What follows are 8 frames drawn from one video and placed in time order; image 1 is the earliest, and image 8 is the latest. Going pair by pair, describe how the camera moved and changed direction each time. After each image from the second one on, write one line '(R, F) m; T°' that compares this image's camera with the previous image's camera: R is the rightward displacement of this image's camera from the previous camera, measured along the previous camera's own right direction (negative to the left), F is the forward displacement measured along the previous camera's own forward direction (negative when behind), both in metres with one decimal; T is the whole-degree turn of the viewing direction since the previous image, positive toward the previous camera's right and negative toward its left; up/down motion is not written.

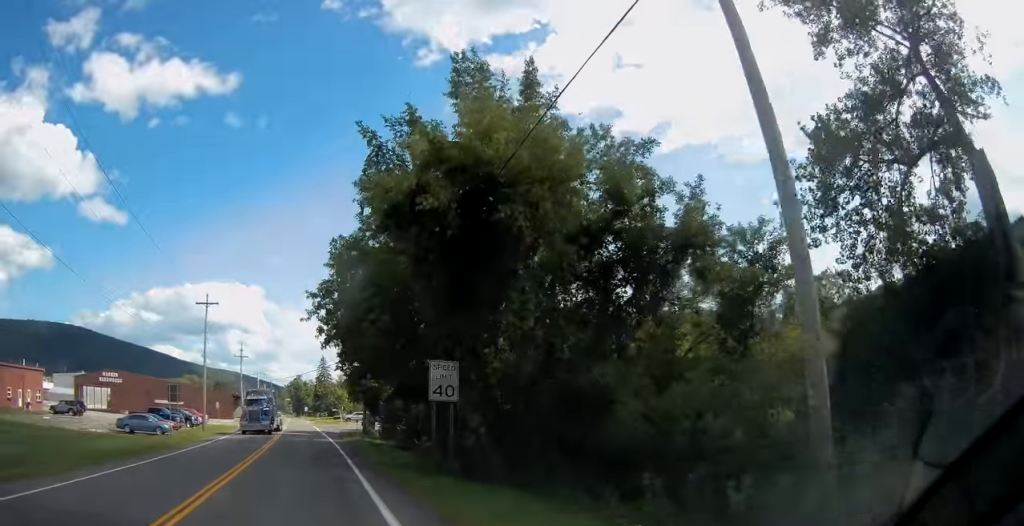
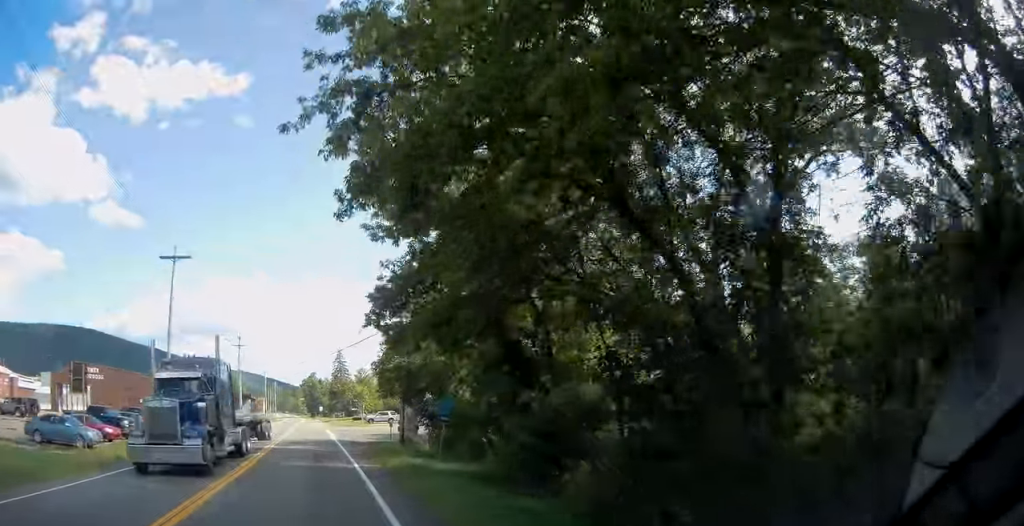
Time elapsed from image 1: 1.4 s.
(0.0, +16.5) m; 0°
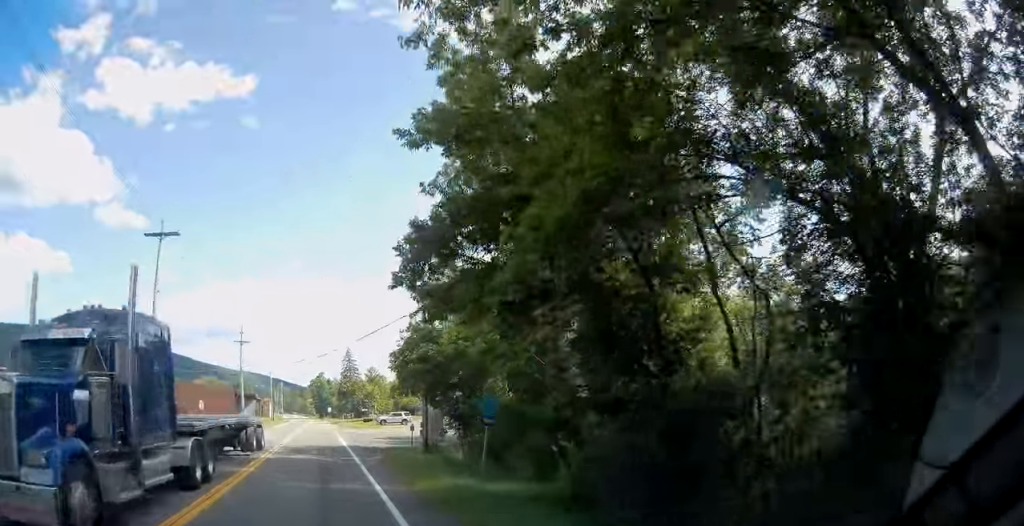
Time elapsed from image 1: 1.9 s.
(0.0, +5.3) m; -1°
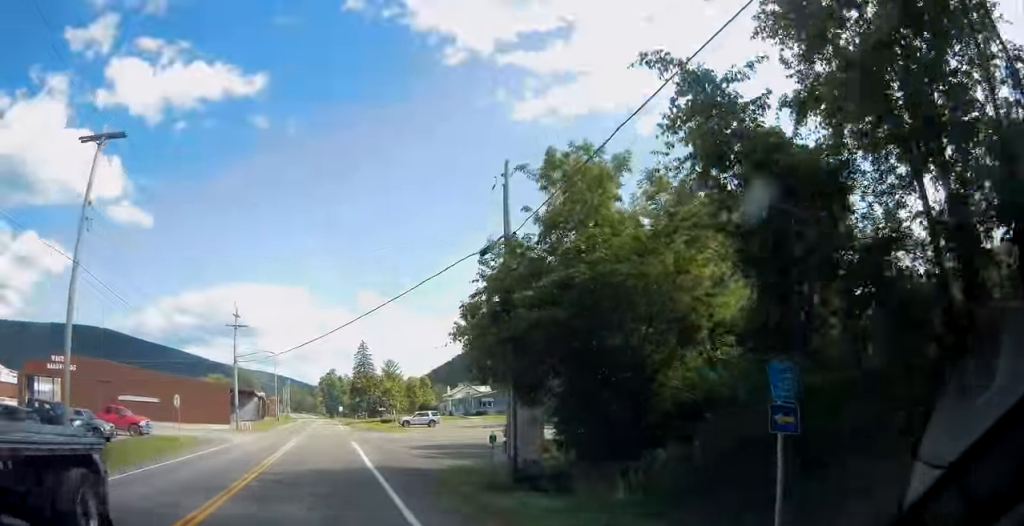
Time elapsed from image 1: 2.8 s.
(-0.1, +12.1) m; -1°
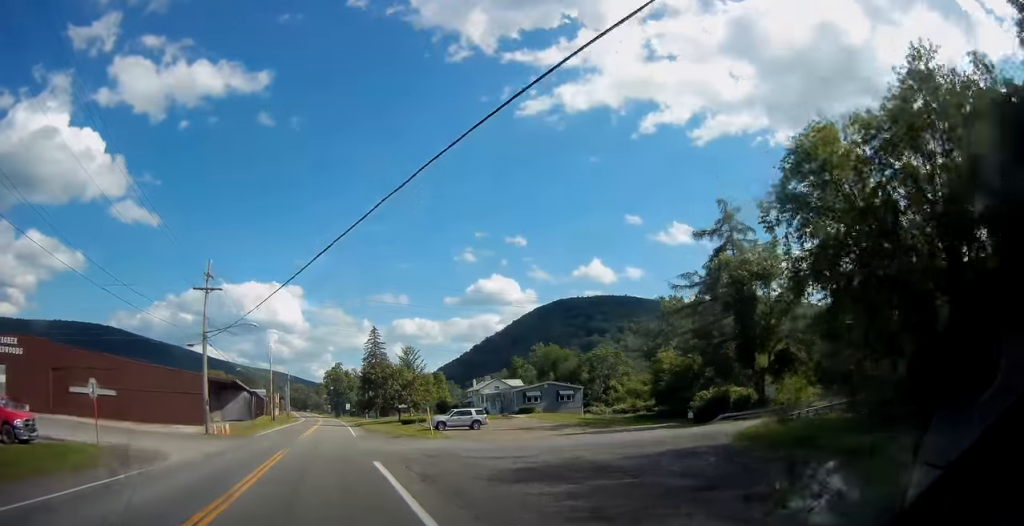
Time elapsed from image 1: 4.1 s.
(-0.2, +16.6) m; -1°
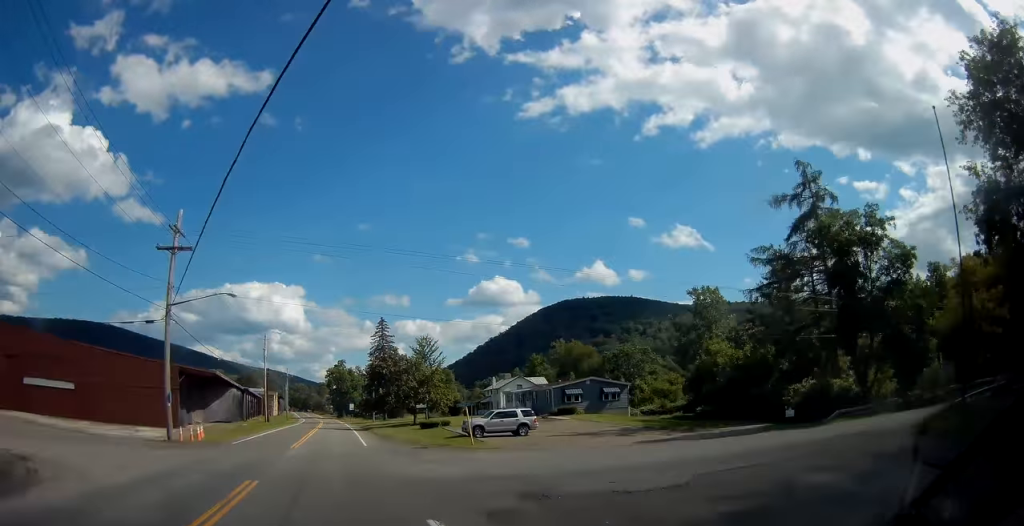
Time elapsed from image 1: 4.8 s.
(-0.1, +10.7) m; -1°
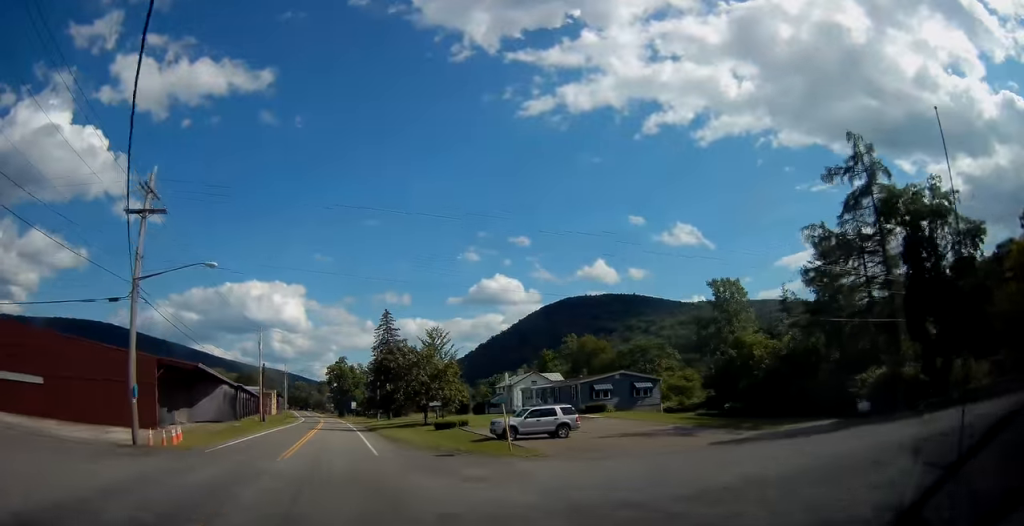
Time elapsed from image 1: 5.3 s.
(-0.1, +6.2) m; 0°
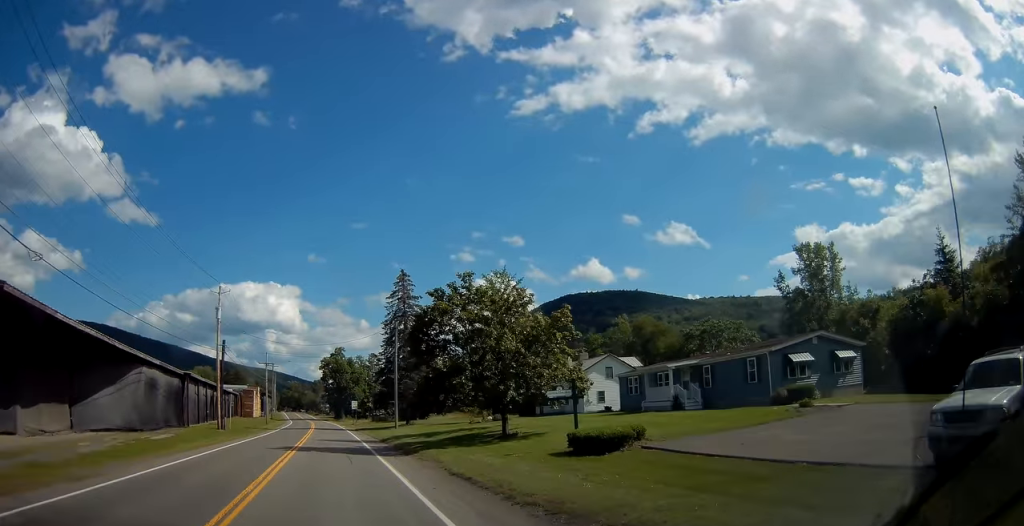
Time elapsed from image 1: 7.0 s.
(+0.1, +25.0) m; +1°
